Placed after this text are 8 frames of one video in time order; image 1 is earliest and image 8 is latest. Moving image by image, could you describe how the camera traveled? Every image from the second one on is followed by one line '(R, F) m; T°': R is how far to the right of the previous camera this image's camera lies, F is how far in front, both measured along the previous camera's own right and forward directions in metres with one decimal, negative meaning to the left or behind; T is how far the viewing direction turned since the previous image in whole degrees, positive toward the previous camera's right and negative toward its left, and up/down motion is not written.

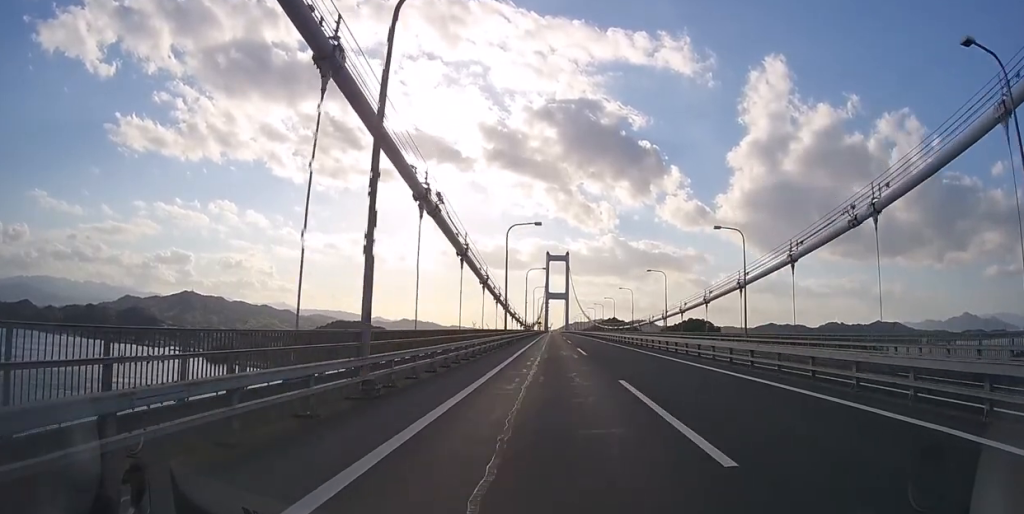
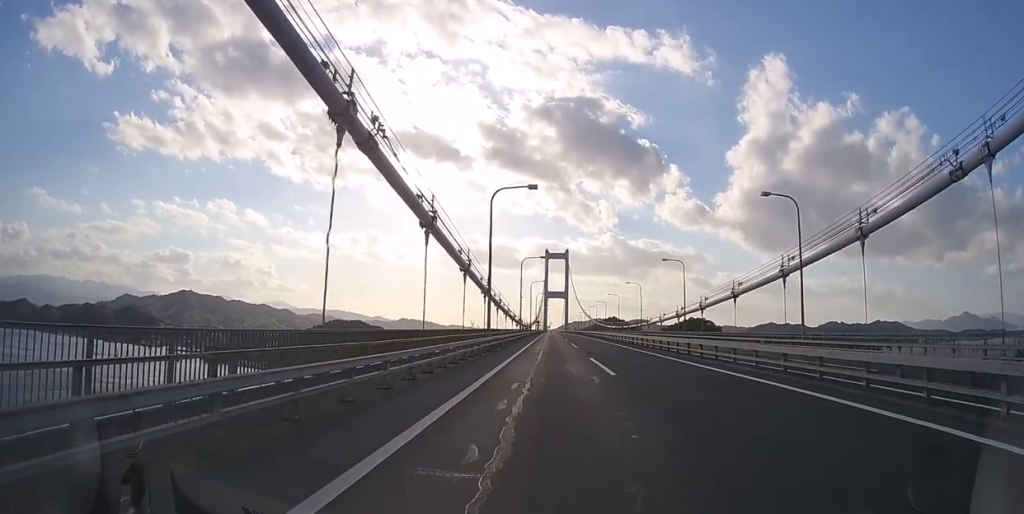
(0.0, +10.2) m; 0°
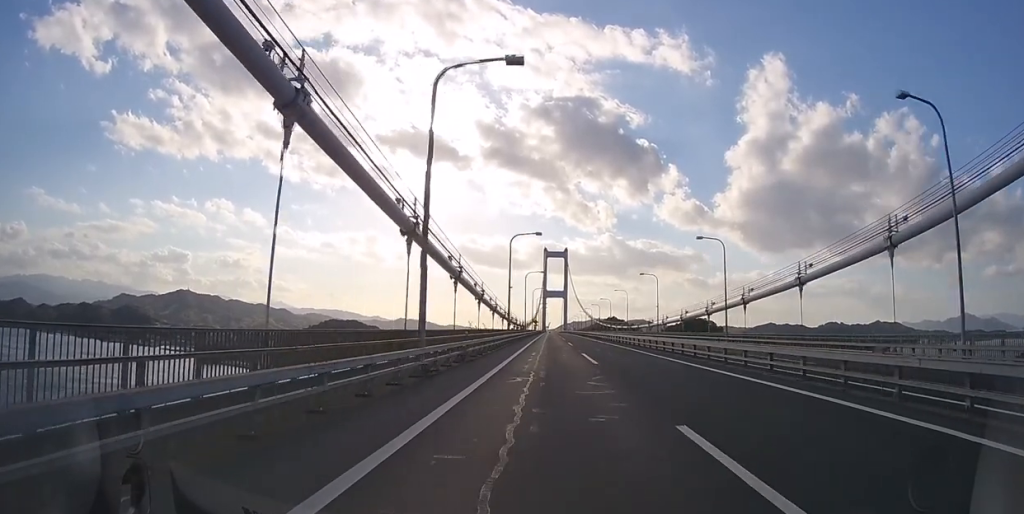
(-0.4, +15.3) m; 0°
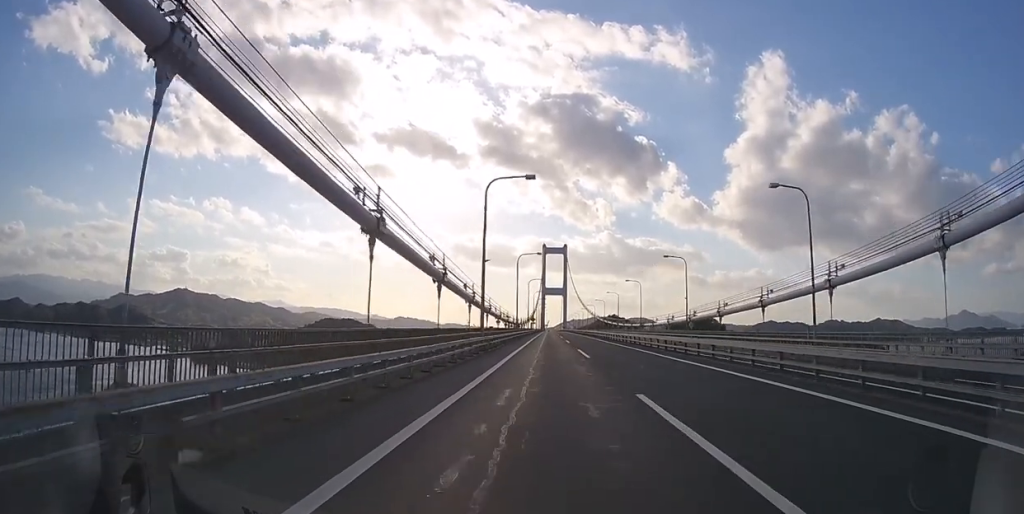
(+0.2, +16.7) m; 0°
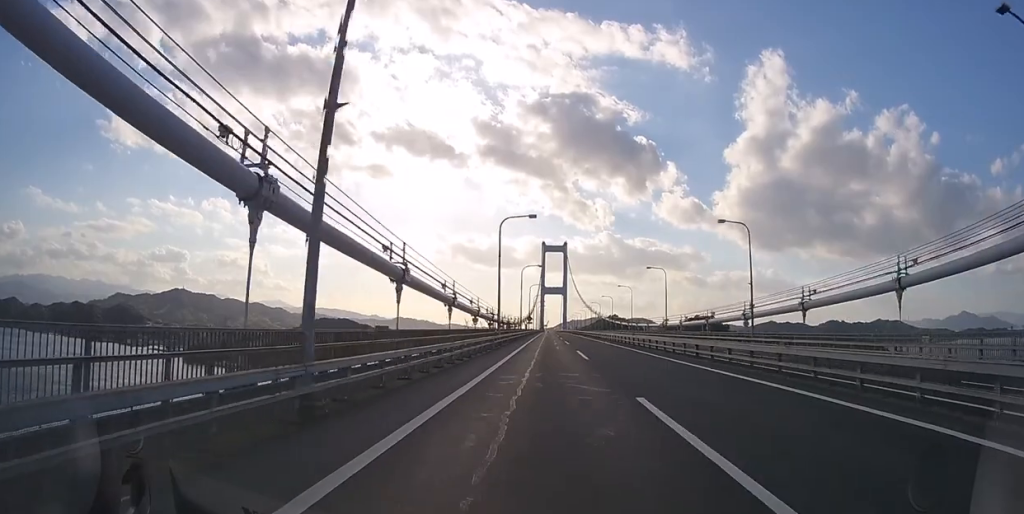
(+0.1, +20.4) m; 0°
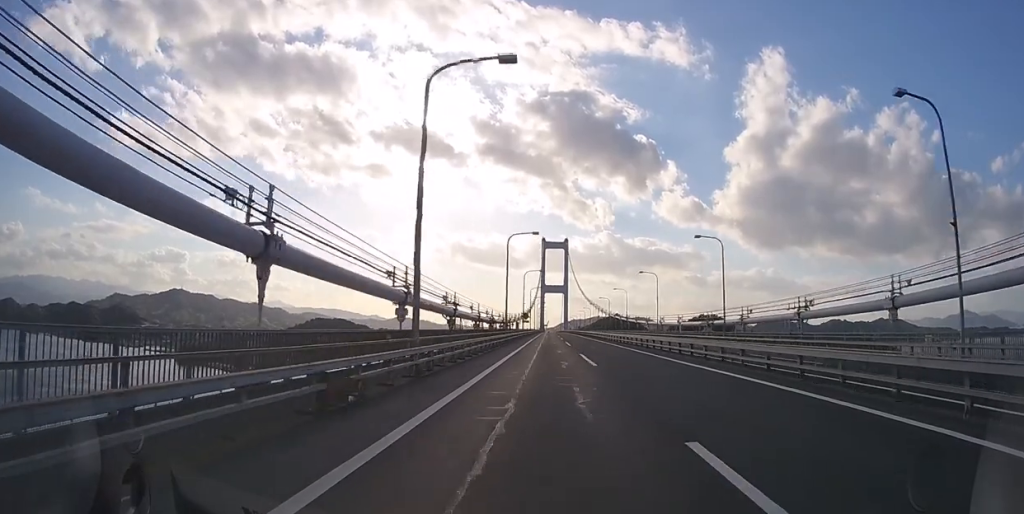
(0.0, +23.4) m; 0°
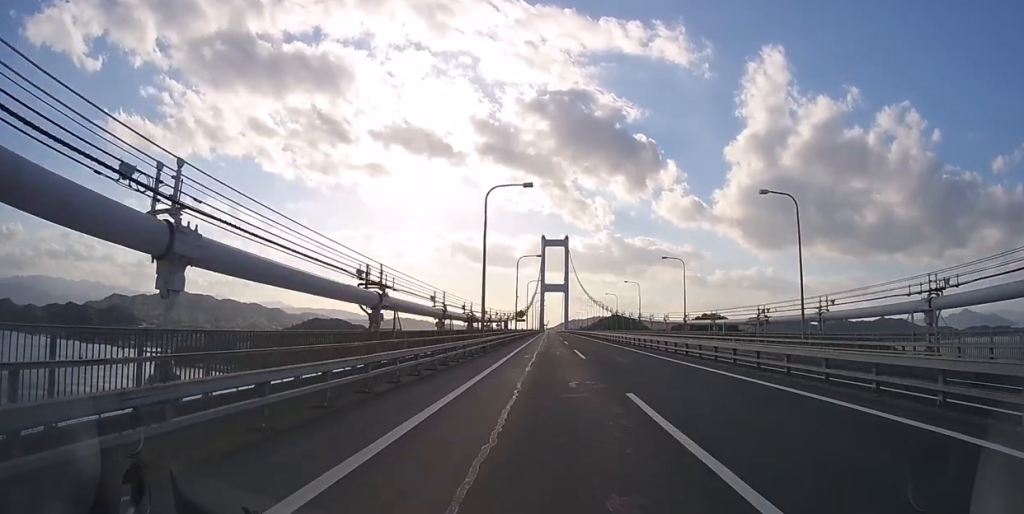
(0.0, +15.4) m; 0°
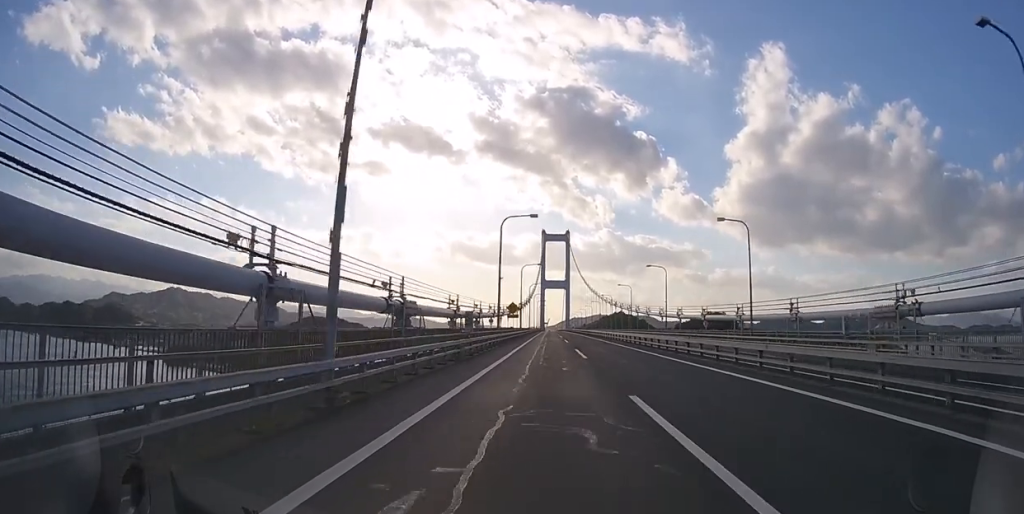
(0.0, +20.6) m; 0°
